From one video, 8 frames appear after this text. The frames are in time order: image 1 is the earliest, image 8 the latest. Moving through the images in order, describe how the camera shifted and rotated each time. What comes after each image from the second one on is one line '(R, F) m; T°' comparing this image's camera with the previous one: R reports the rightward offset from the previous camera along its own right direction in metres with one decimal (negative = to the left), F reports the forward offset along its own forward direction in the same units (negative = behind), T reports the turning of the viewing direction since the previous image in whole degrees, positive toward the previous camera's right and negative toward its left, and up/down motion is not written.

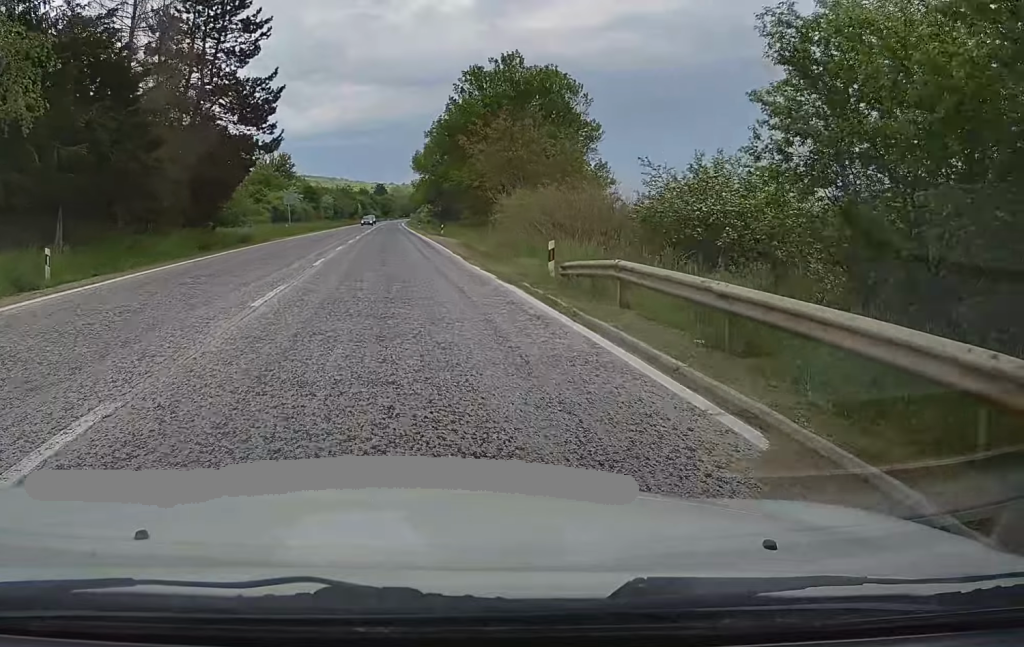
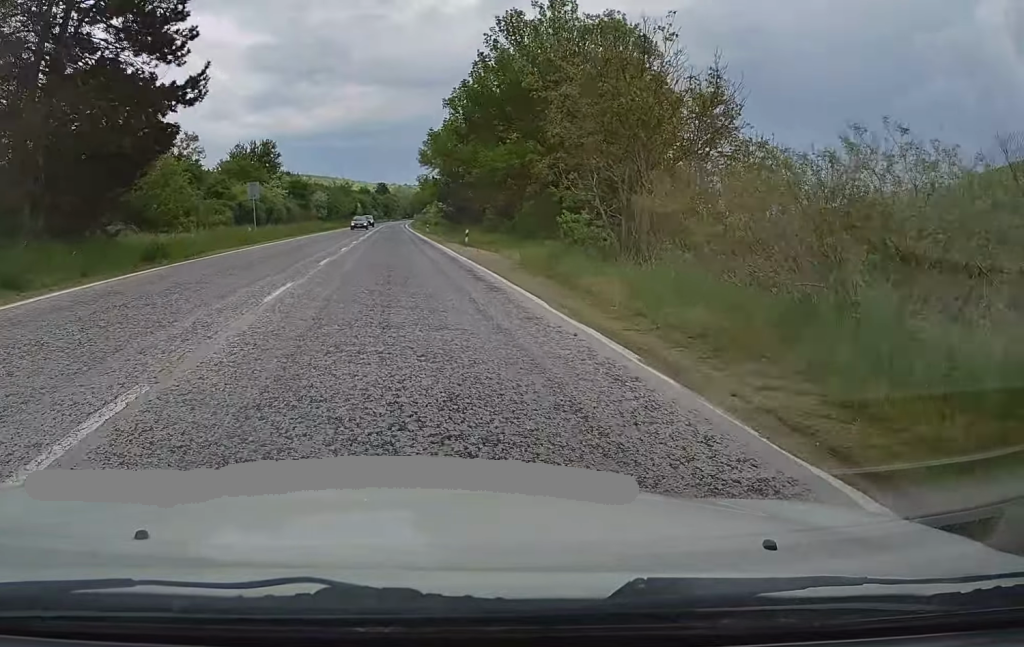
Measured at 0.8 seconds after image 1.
(-0.1, +17.6) m; +1°
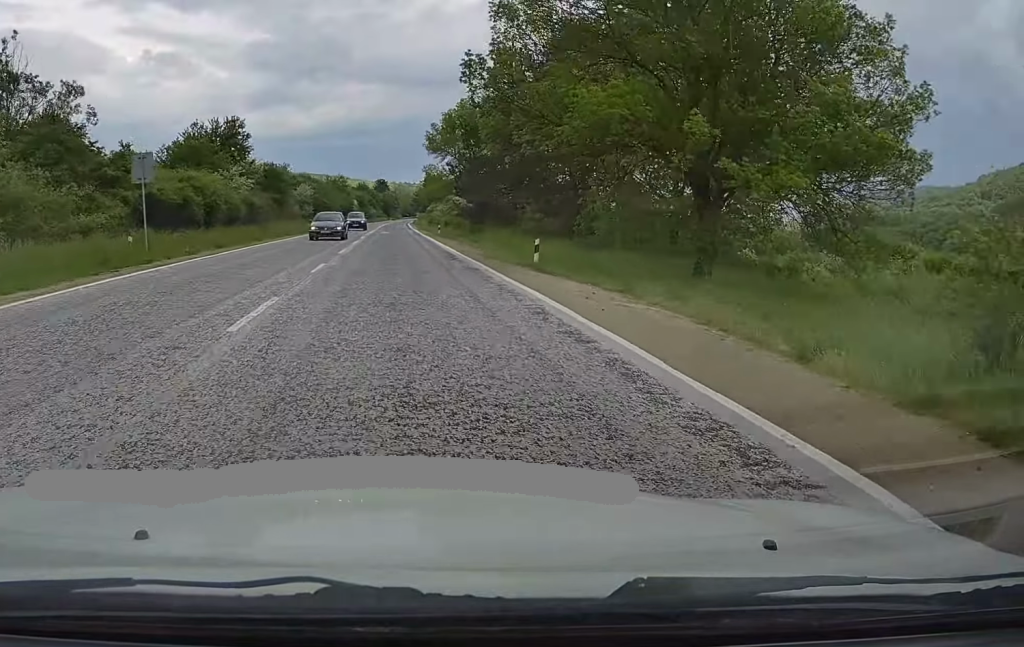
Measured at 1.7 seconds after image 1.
(+0.5, +20.8) m; +1°
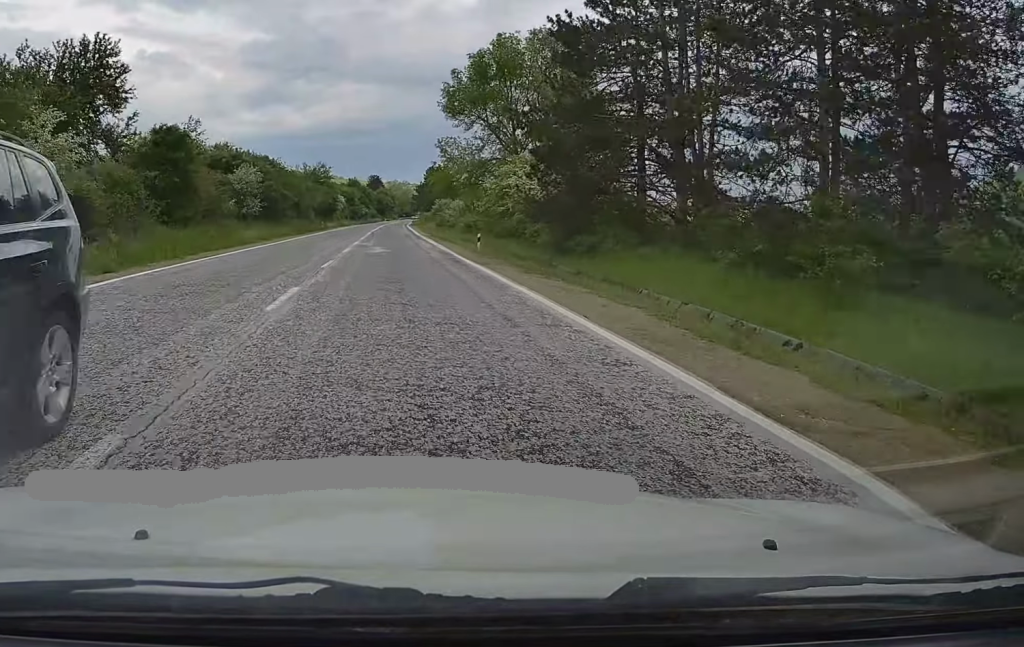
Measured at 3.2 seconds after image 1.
(-0.3, +34.5) m; -1°
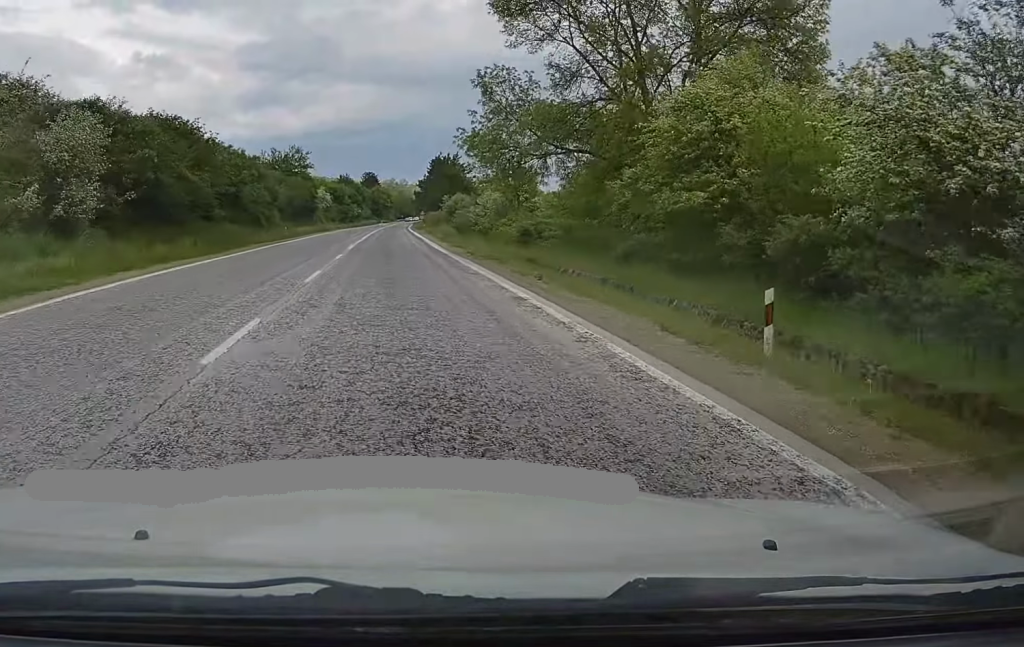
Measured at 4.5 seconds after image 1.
(+0.2, +30.4) m; +1°
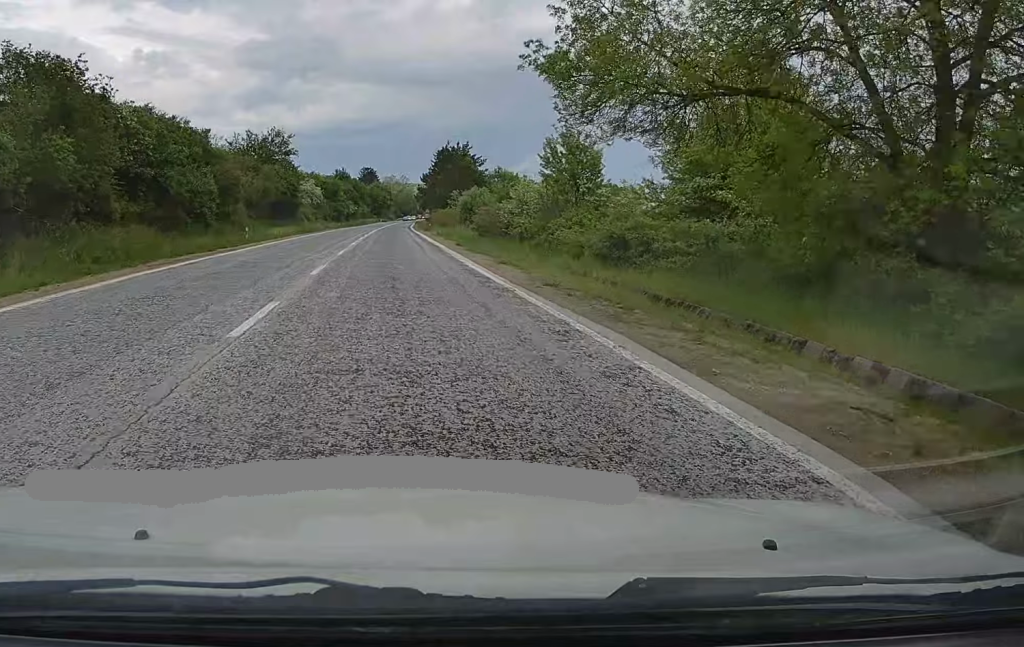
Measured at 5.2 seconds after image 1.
(0.0, +16.7) m; 0°
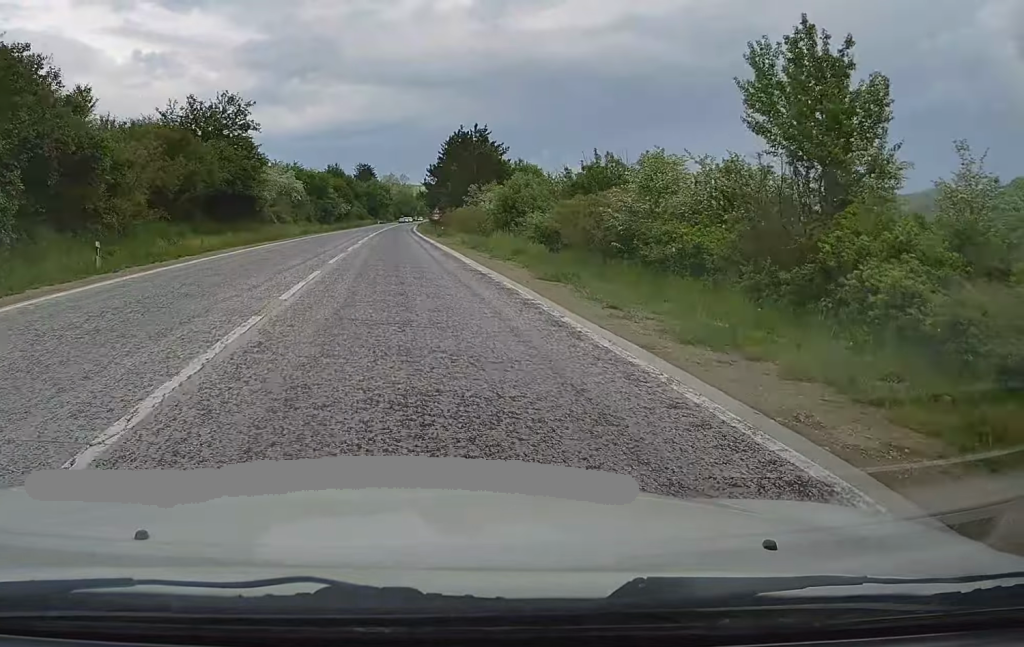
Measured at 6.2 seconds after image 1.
(0.0, +22.6) m; 0°
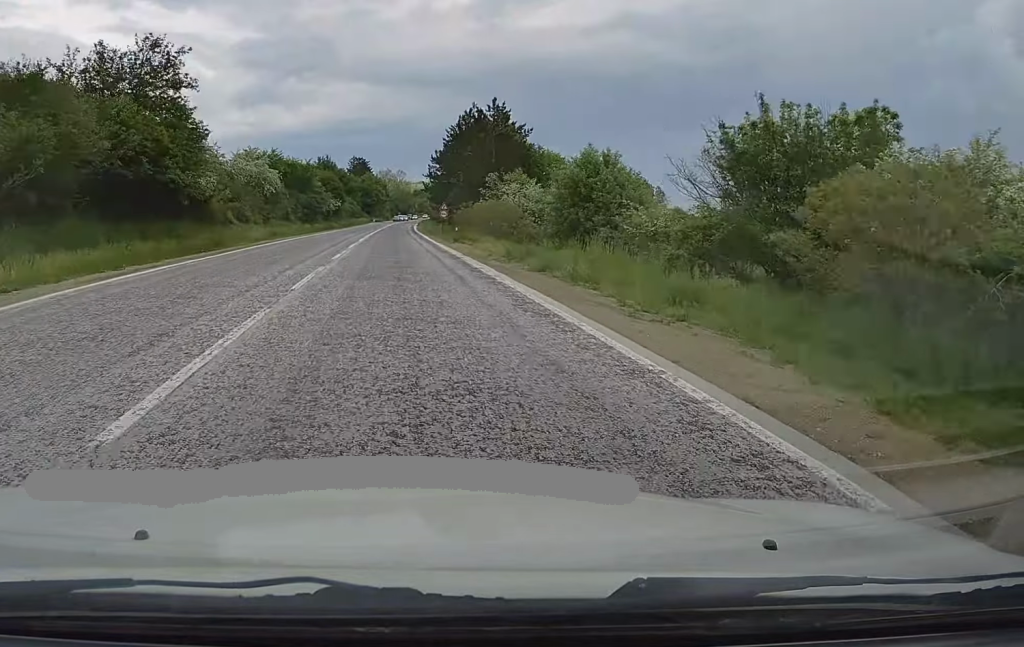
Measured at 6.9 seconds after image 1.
(+0.1, +17.1) m; 0°
